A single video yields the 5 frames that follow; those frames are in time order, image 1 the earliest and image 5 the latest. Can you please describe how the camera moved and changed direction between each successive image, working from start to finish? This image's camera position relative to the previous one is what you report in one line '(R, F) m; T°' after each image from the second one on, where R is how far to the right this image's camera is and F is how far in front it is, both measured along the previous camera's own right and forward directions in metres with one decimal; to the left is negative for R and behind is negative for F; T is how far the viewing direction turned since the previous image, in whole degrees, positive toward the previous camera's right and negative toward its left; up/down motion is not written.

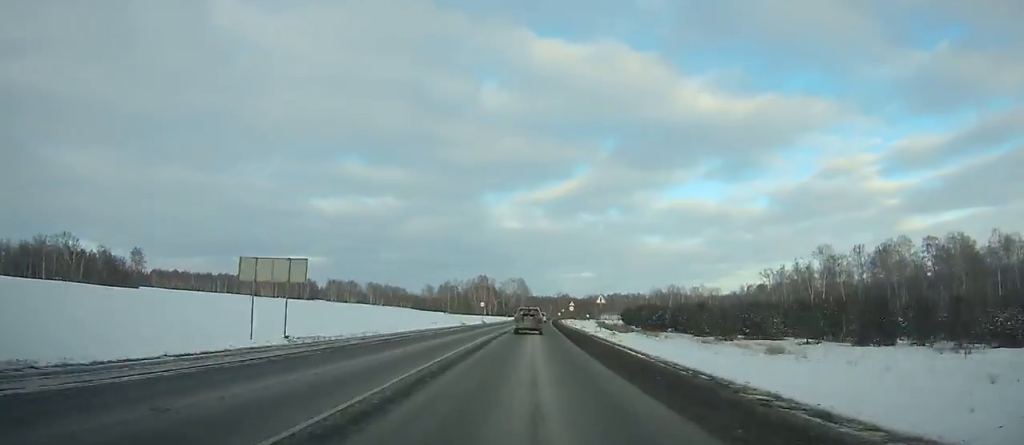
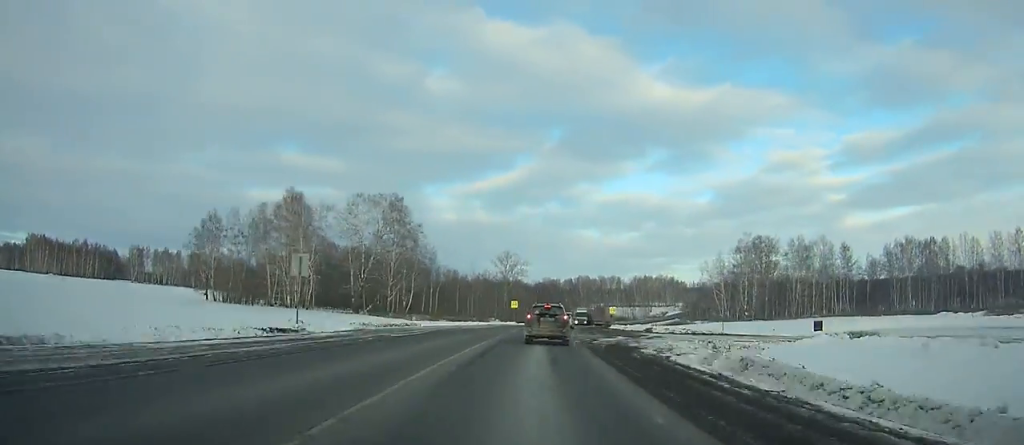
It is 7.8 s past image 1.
(+7.7, +199.6) m; +7°
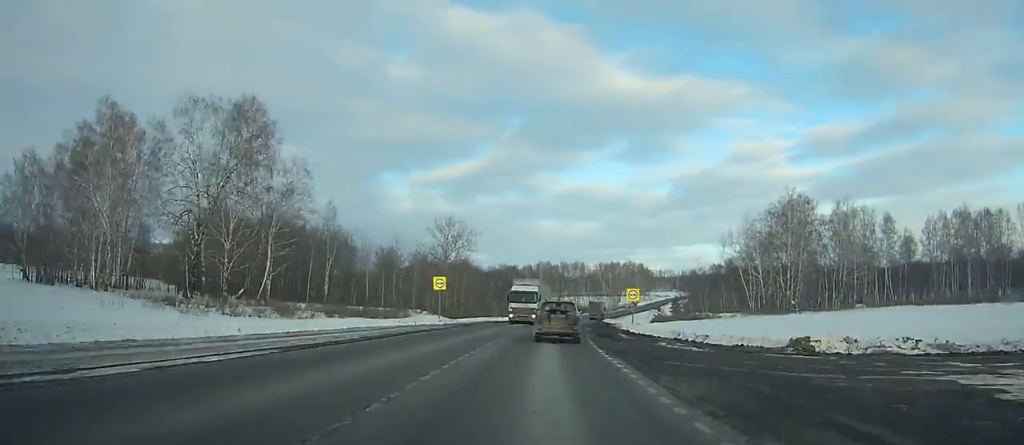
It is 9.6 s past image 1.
(+0.3, +44.1) m; +4°
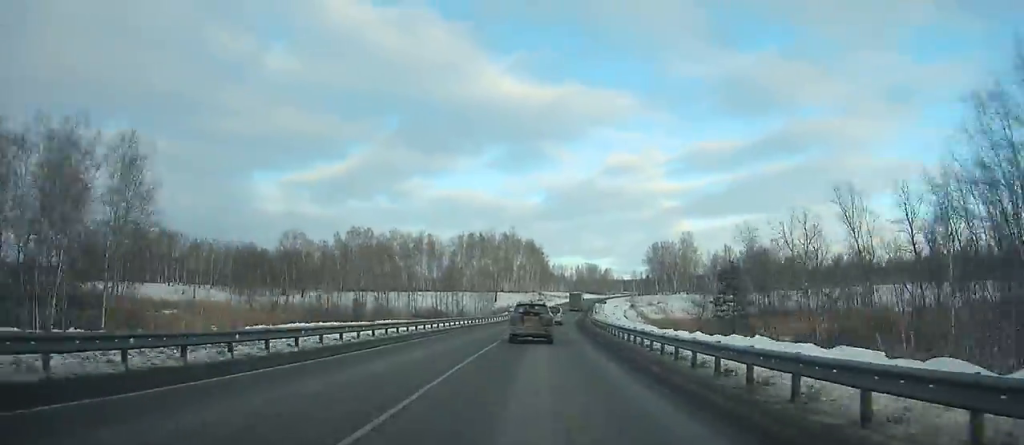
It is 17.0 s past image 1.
(+24.1, +173.1) m; +14°
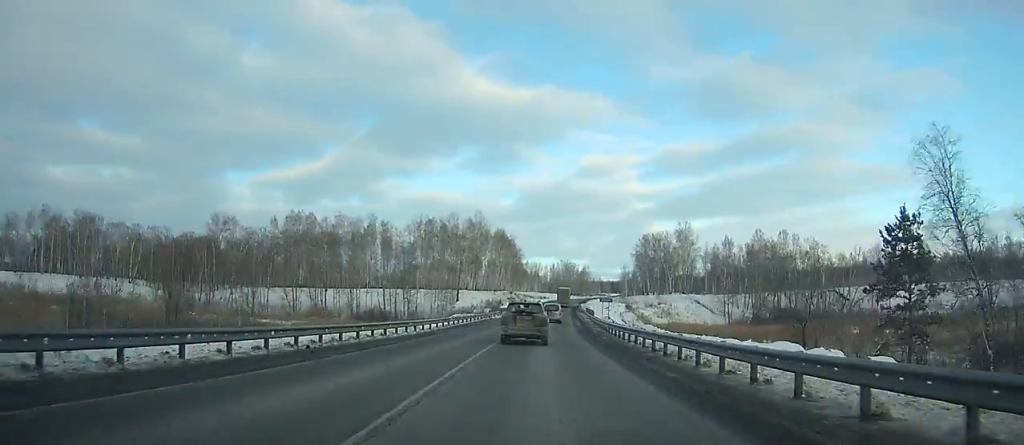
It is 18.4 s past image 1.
(+0.1, +33.2) m; +2°
